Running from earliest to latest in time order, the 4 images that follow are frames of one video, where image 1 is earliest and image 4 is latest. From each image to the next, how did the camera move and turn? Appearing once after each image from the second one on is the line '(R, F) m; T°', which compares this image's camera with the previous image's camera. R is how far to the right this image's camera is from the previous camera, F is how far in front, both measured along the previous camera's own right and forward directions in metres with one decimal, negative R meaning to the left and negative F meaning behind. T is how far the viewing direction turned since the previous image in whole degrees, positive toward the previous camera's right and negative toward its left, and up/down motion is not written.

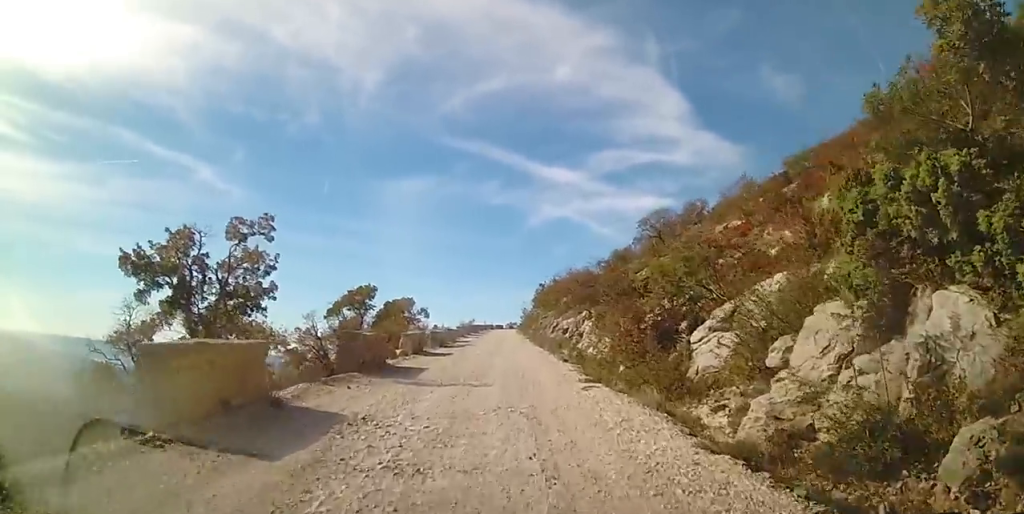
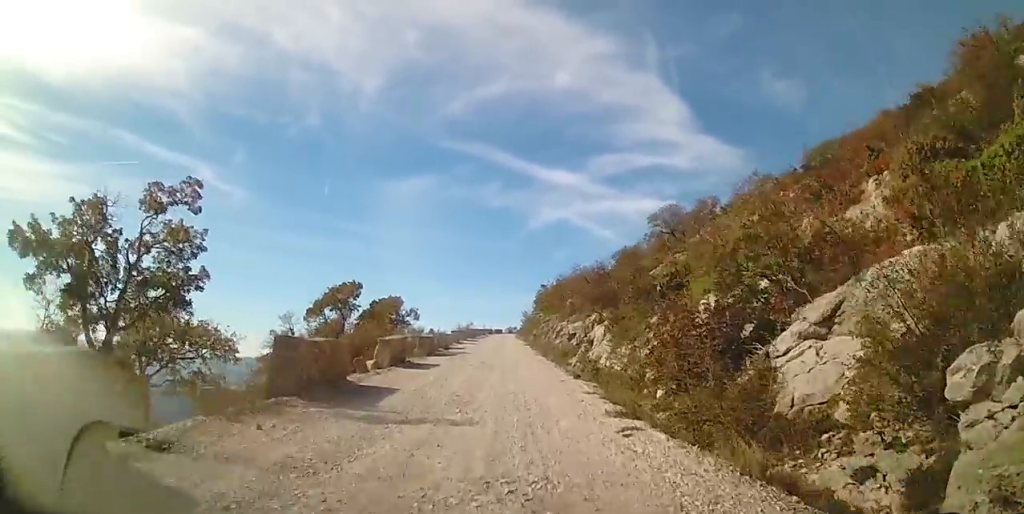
(-0.1, +3.6) m; +1°
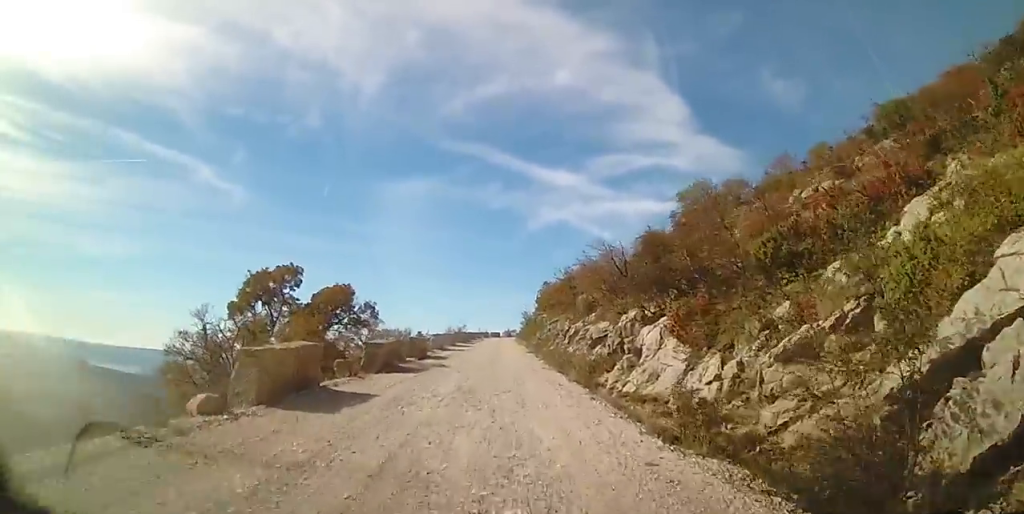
(+0.4, +9.0) m; +3°
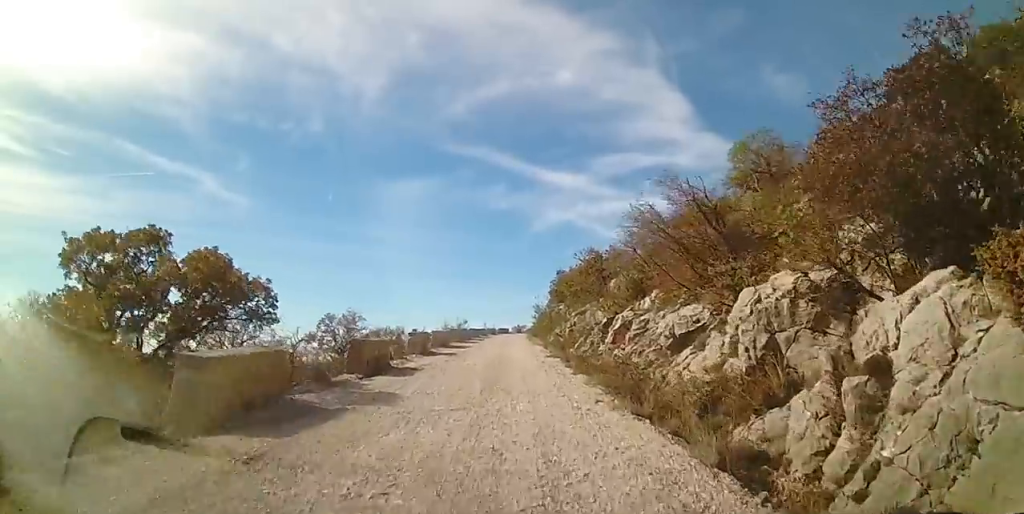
(-0.2, +10.3) m; -1°
